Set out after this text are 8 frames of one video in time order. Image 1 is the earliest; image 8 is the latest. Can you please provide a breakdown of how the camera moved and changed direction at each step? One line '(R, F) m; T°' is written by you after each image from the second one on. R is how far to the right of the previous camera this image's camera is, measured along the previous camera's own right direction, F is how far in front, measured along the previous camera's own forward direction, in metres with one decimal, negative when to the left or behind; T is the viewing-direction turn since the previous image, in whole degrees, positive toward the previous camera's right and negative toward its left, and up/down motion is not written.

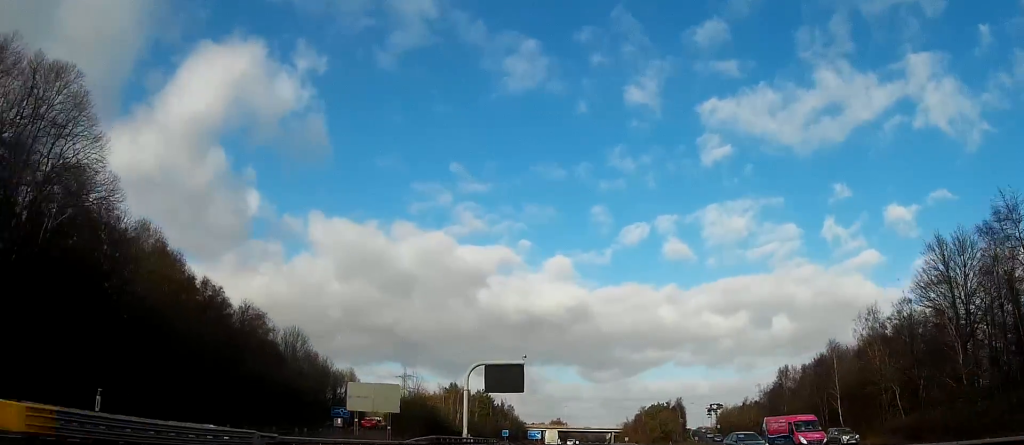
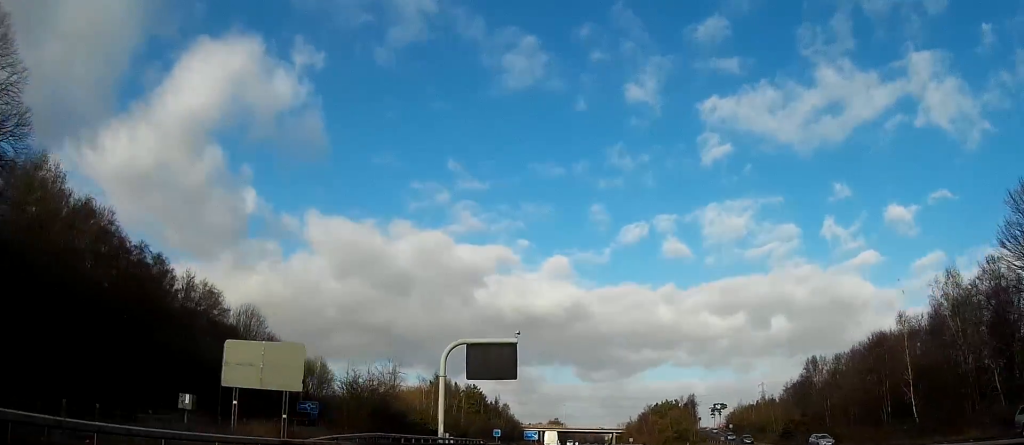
(+0.1, +15.5) m; 0°
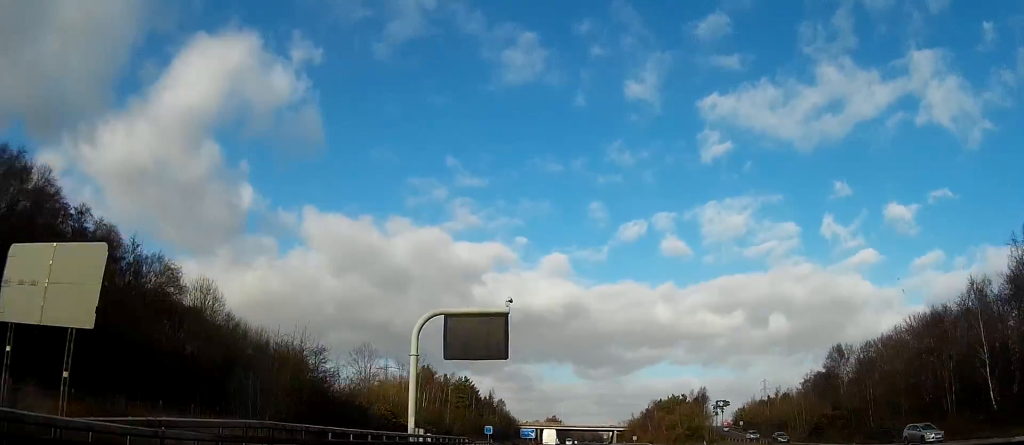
(0.0, +11.6) m; 0°
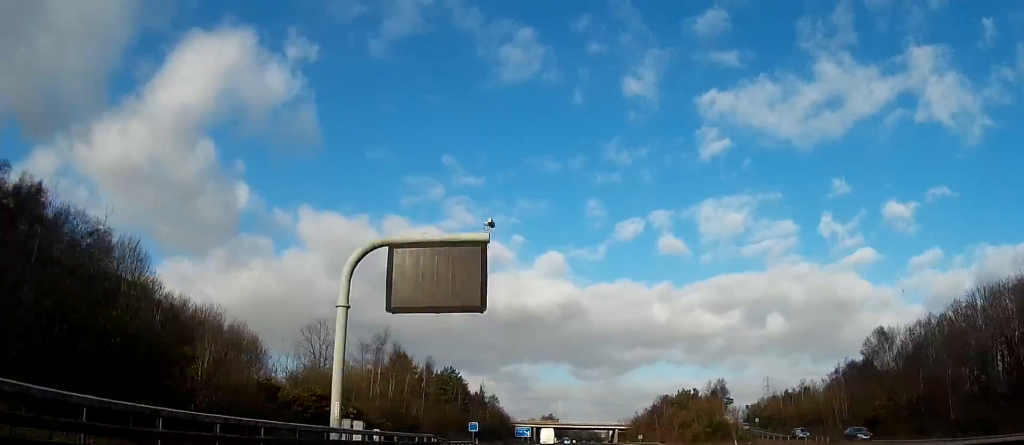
(0.0, +15.3) m; +1°
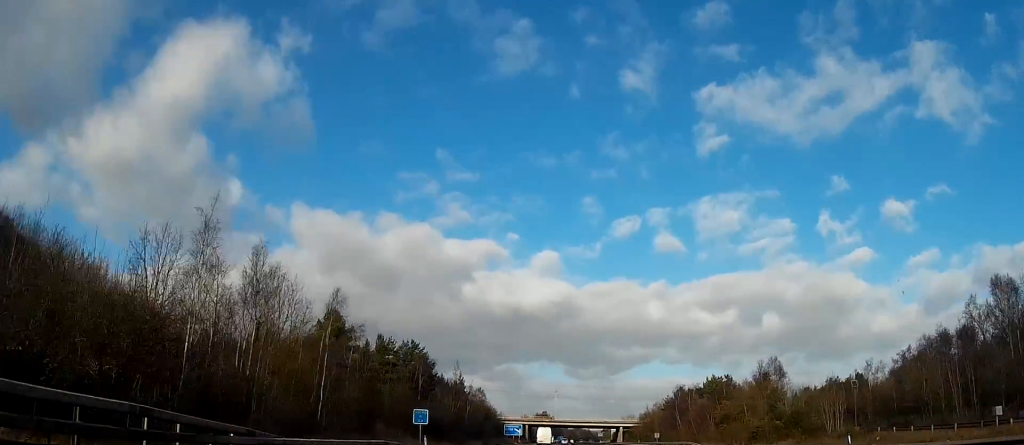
(+0.3, +28.3) m; +1°
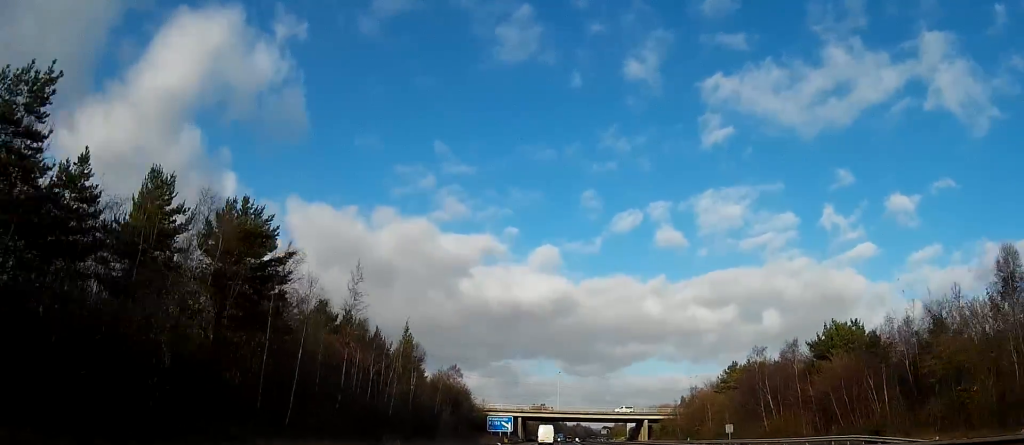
(-0.4, +47.5) m; -2°
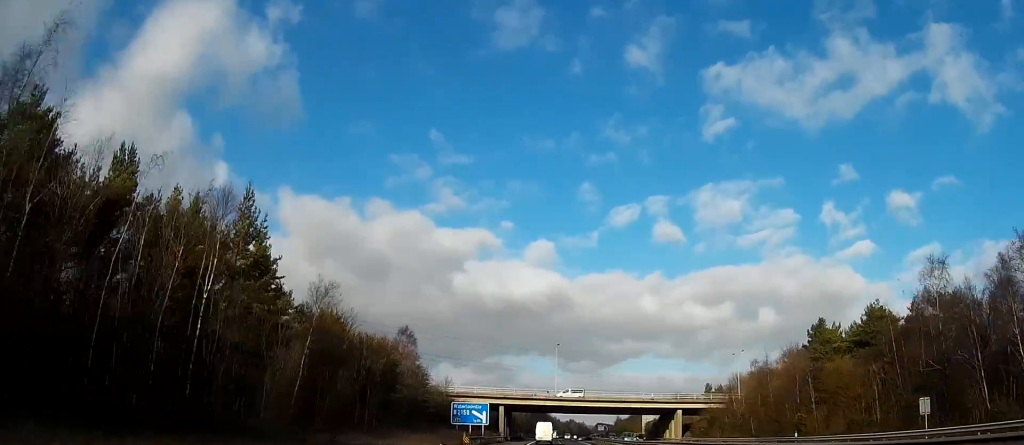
(-0.1, +41.5) m; 0°
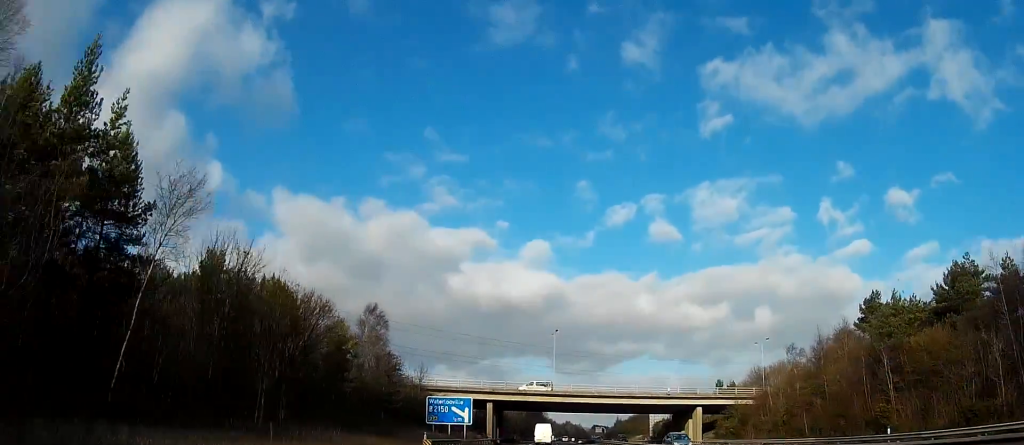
(0.0, +15.5) m; 0°
